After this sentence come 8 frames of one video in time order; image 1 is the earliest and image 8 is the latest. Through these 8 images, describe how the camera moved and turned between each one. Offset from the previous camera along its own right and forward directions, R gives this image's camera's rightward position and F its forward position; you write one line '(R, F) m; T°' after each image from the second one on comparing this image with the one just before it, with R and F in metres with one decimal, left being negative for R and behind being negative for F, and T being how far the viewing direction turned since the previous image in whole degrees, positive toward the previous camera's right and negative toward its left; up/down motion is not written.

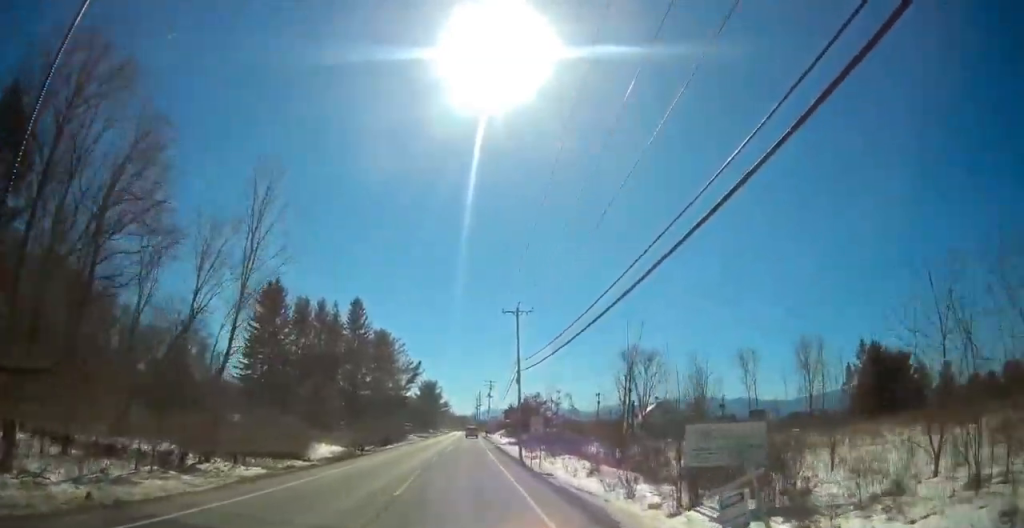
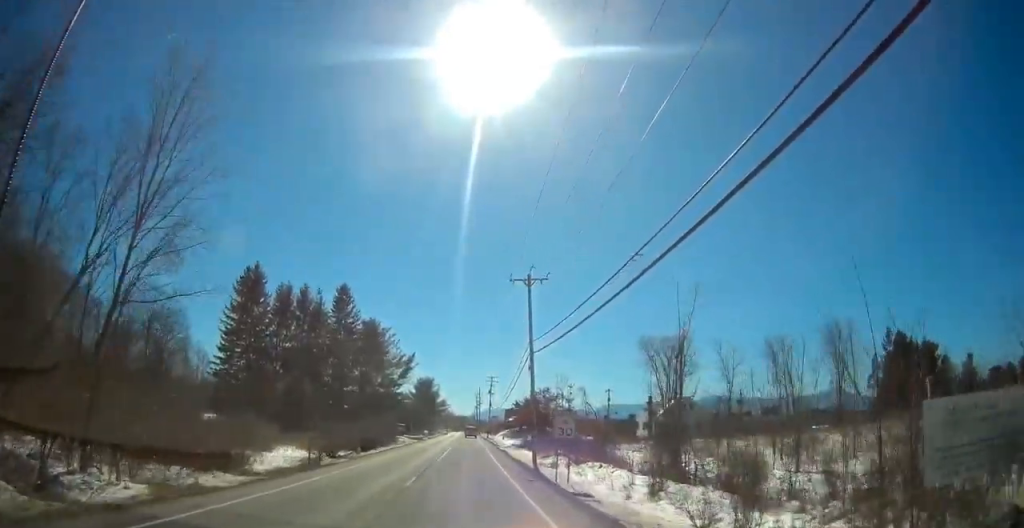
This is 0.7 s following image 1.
(+0.1, +10.2) m; +1°
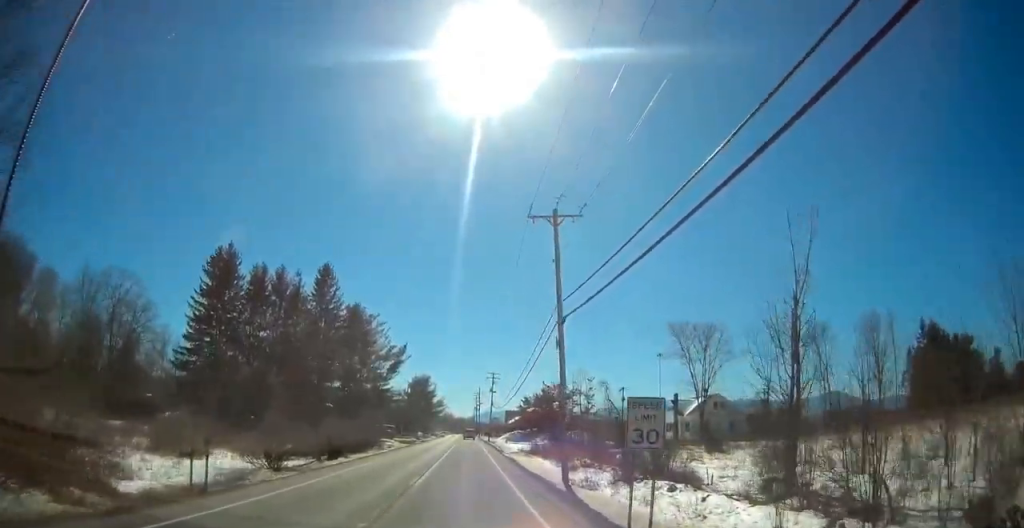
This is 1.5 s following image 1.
(0.0, +11.6) m; 0°
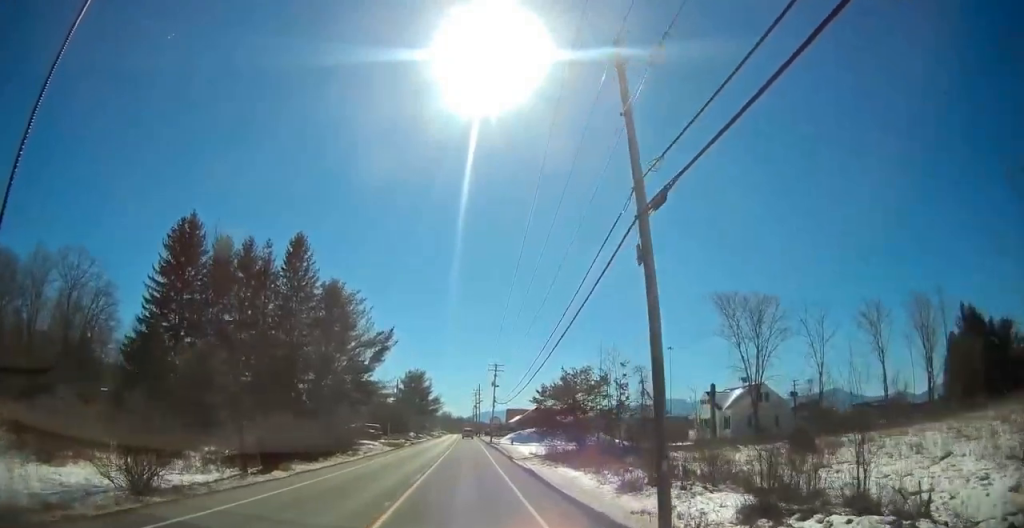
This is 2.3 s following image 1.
(0.0, +12.3) m; 0°
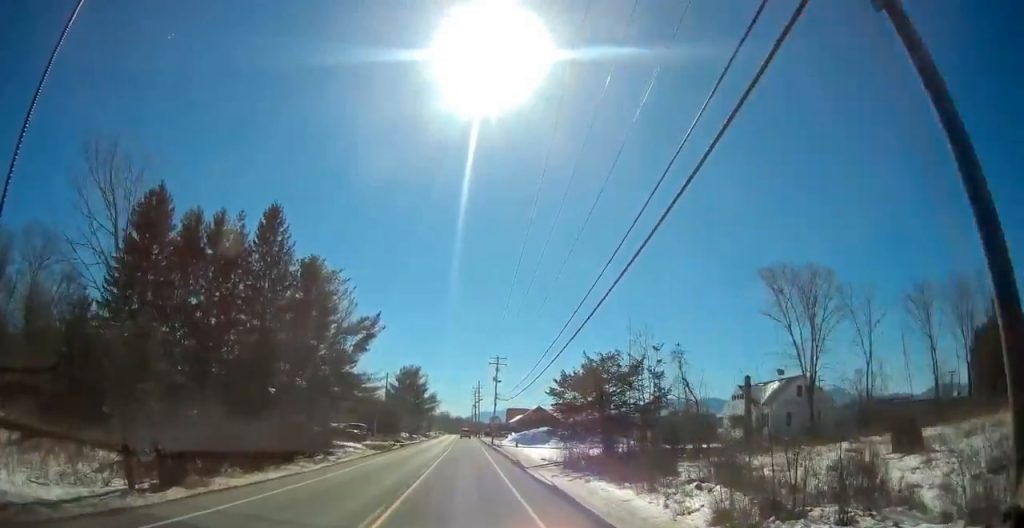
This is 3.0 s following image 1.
(0.0, +8.8) m; 0°
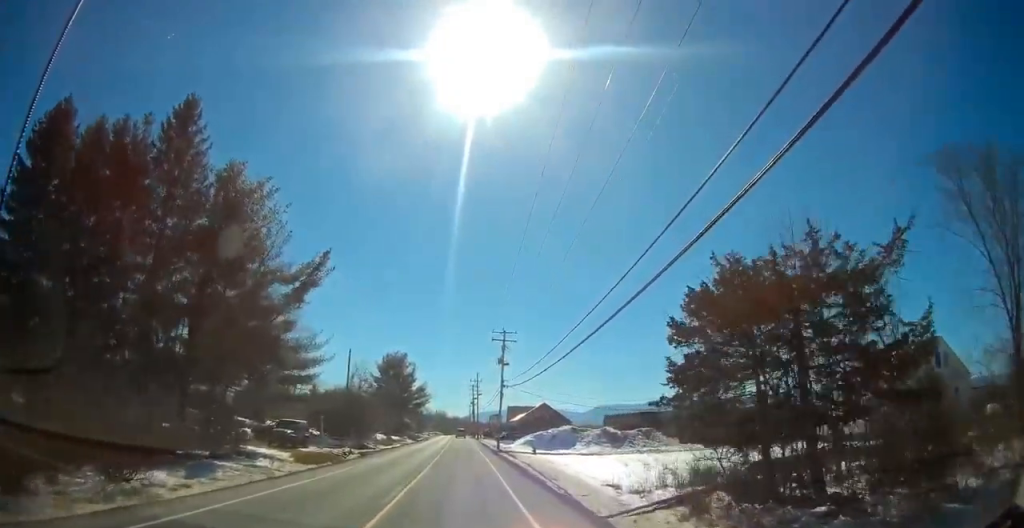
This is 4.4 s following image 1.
(0.0, +20.1) m; 0°
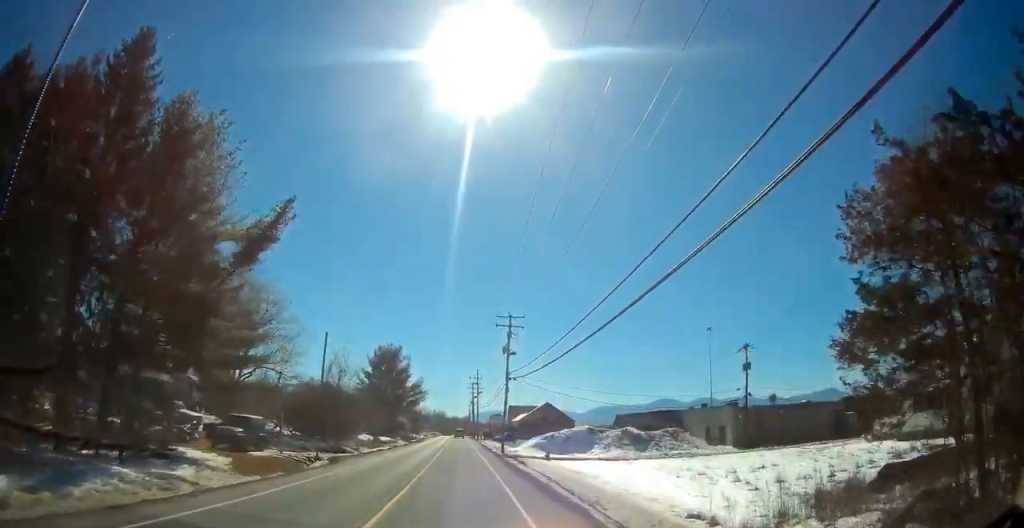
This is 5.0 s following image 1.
(0.0, +8.1) m; 0°
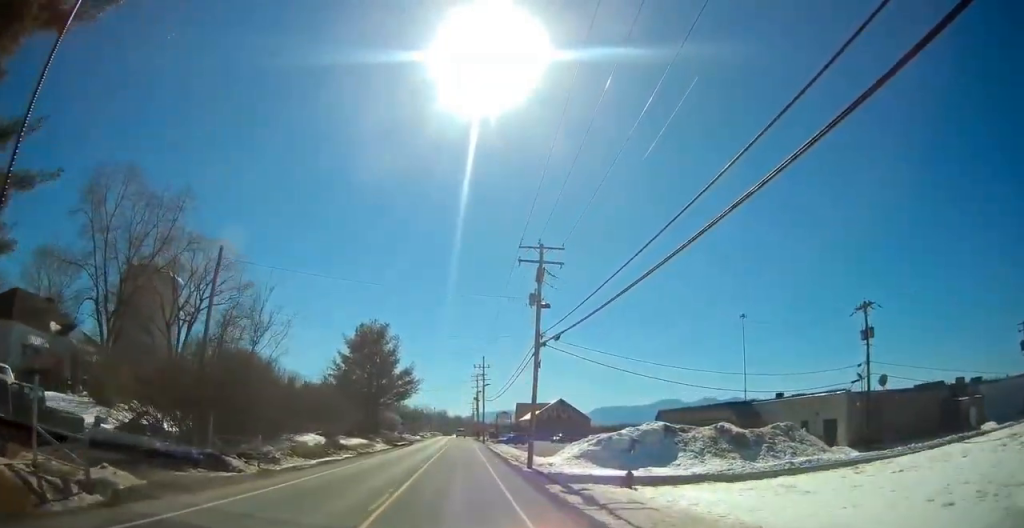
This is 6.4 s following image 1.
(0.0, +19.0) m; 0°
